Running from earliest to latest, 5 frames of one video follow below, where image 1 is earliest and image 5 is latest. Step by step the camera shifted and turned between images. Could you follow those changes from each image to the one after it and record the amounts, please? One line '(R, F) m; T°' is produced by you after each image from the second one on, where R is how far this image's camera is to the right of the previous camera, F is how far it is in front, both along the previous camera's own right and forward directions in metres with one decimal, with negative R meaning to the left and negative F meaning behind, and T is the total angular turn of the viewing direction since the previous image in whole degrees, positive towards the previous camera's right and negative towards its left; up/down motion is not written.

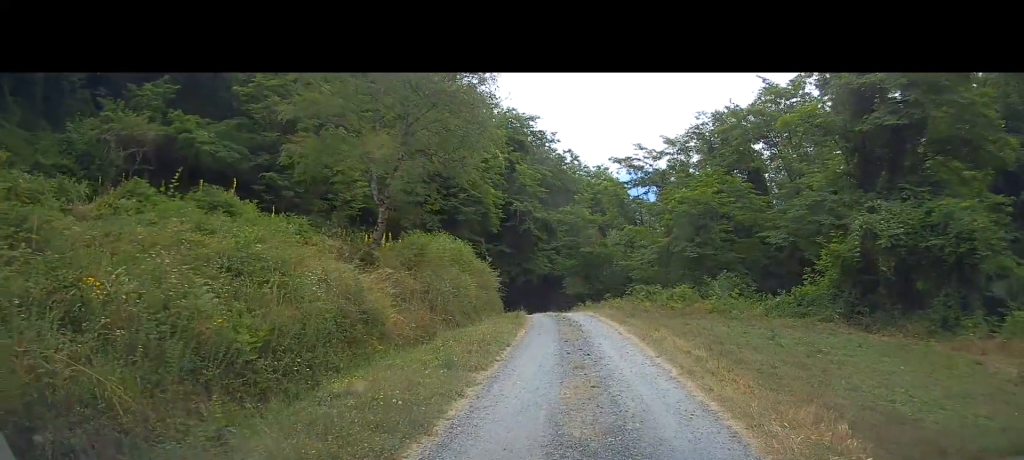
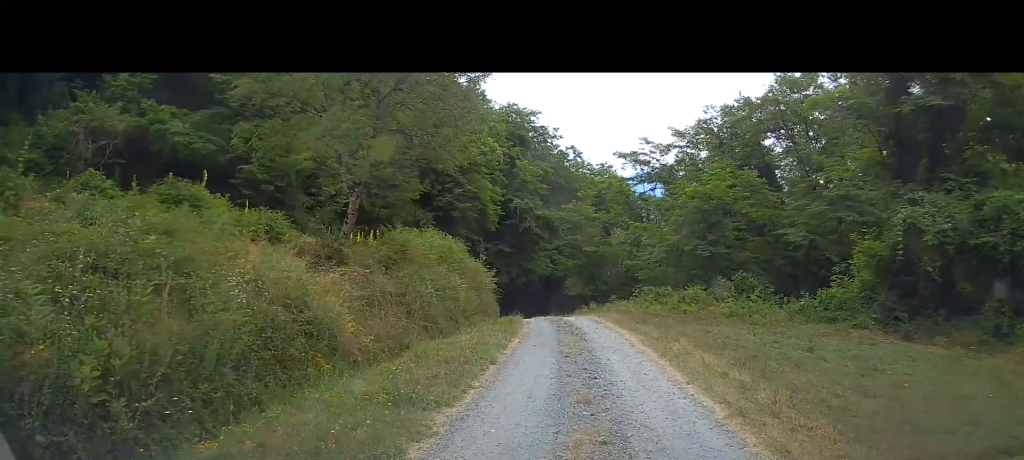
(-0.2, +2.8) m; +6°
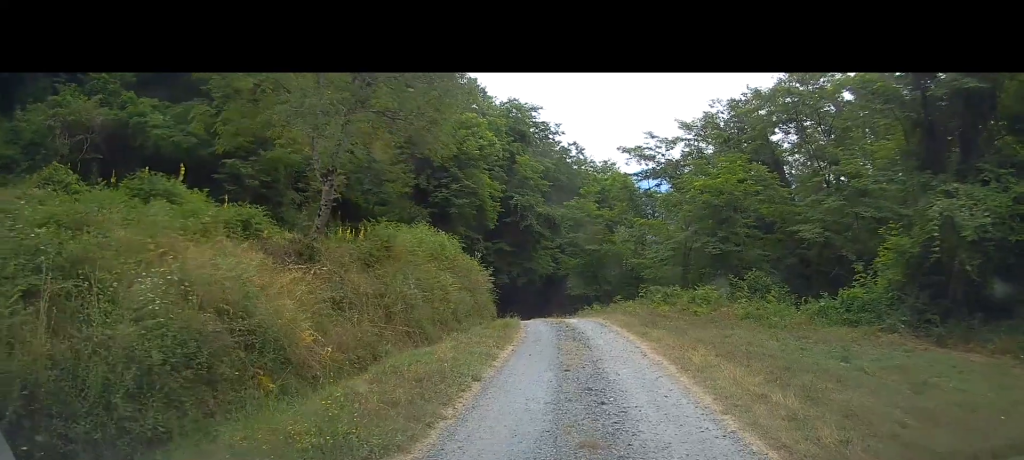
(+0.2, +1.9) m; +2°
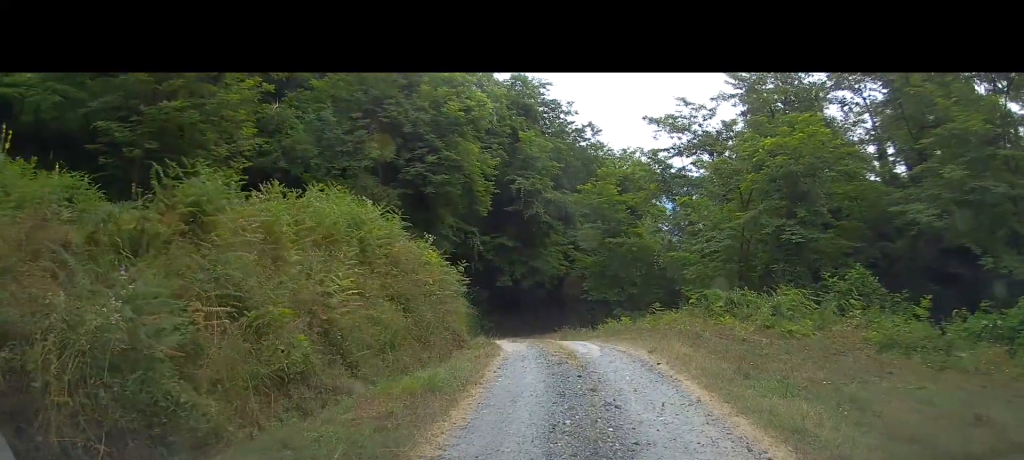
(-1.3, +9.8) m; -16°
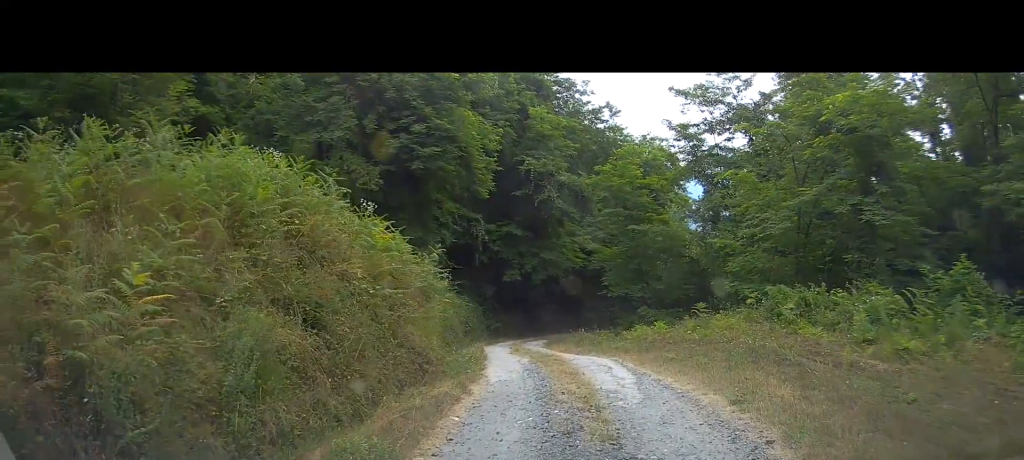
(+0.4, +4.8) m; +20°
